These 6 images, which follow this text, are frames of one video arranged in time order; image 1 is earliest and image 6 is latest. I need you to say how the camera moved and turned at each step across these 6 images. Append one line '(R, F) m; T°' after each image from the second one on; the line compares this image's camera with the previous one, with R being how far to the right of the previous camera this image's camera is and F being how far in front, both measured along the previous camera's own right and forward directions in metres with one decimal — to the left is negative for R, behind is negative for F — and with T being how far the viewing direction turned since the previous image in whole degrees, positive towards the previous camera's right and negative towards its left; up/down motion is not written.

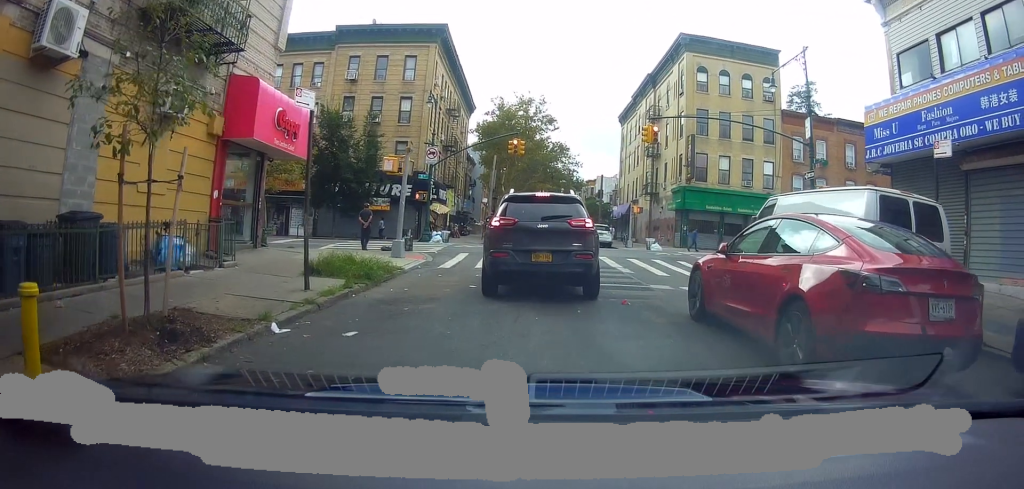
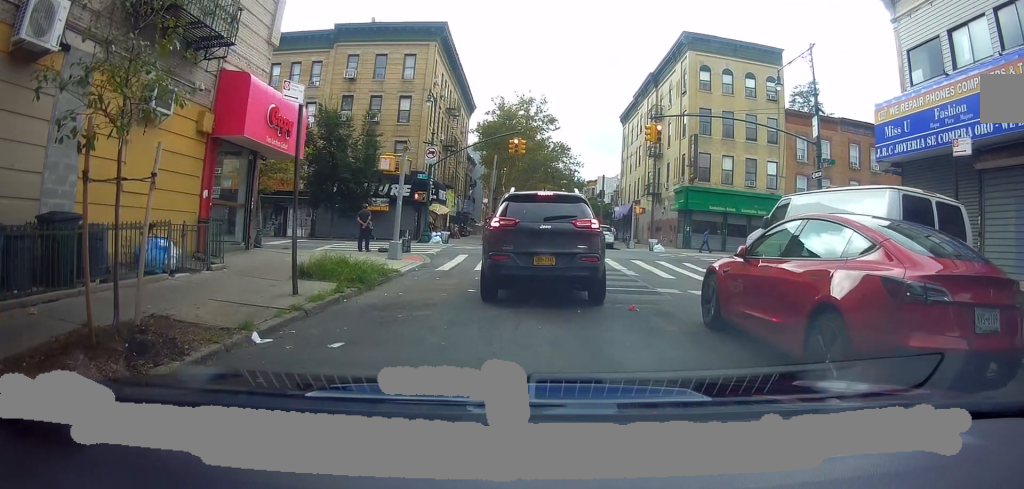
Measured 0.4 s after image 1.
(+0.2, +0.5) m; 0°
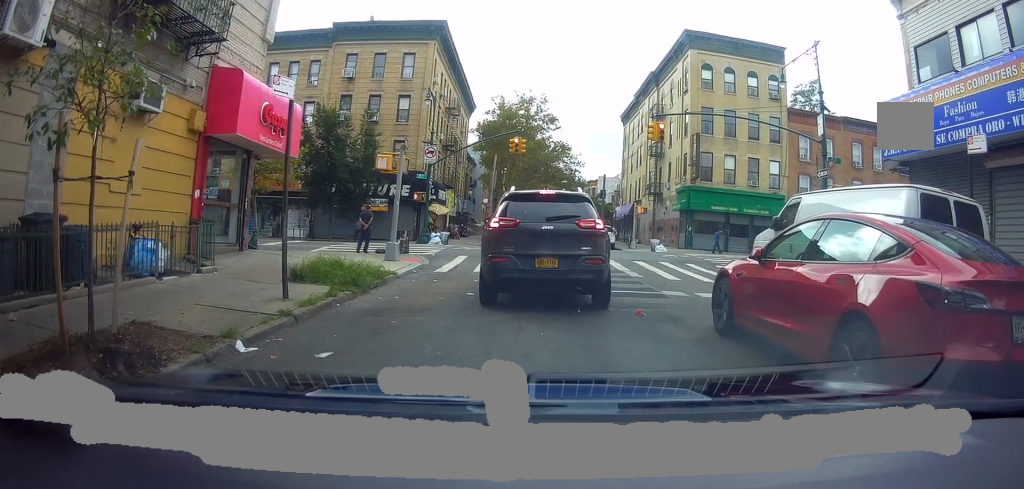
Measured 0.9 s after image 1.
(+0.2, +0.5) m; 0°
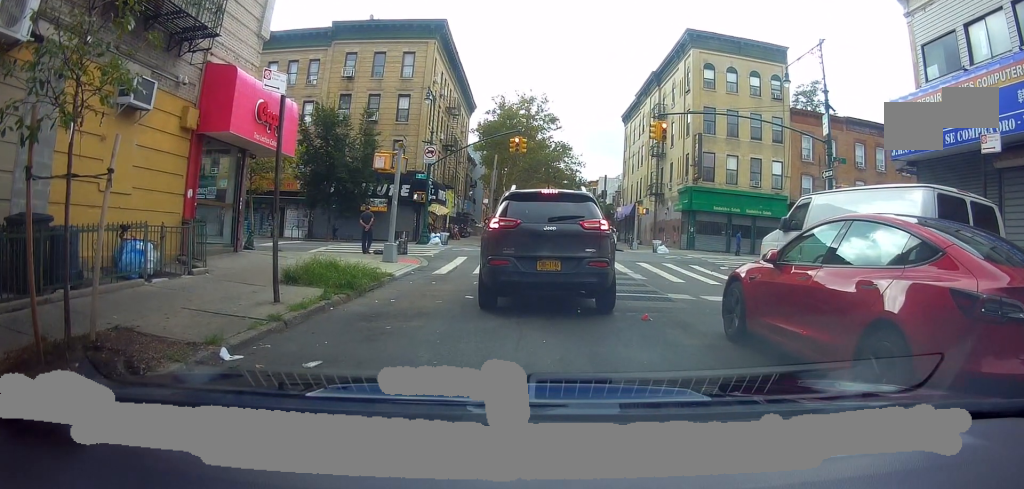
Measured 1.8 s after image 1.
(+0.1, +0.5) m; 0°
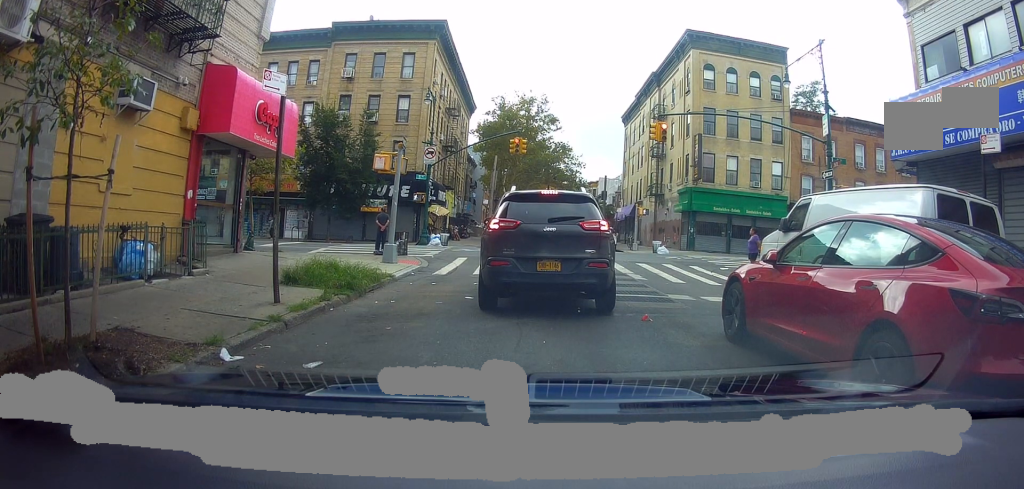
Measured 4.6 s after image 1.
(0.0, 0.0) m; 0°
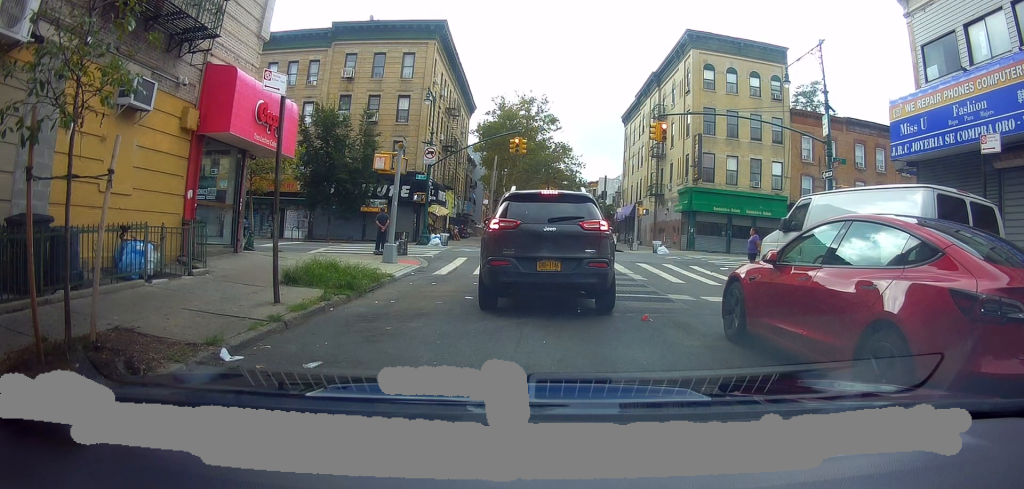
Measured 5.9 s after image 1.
(0.0, 0.0) m; 0°
